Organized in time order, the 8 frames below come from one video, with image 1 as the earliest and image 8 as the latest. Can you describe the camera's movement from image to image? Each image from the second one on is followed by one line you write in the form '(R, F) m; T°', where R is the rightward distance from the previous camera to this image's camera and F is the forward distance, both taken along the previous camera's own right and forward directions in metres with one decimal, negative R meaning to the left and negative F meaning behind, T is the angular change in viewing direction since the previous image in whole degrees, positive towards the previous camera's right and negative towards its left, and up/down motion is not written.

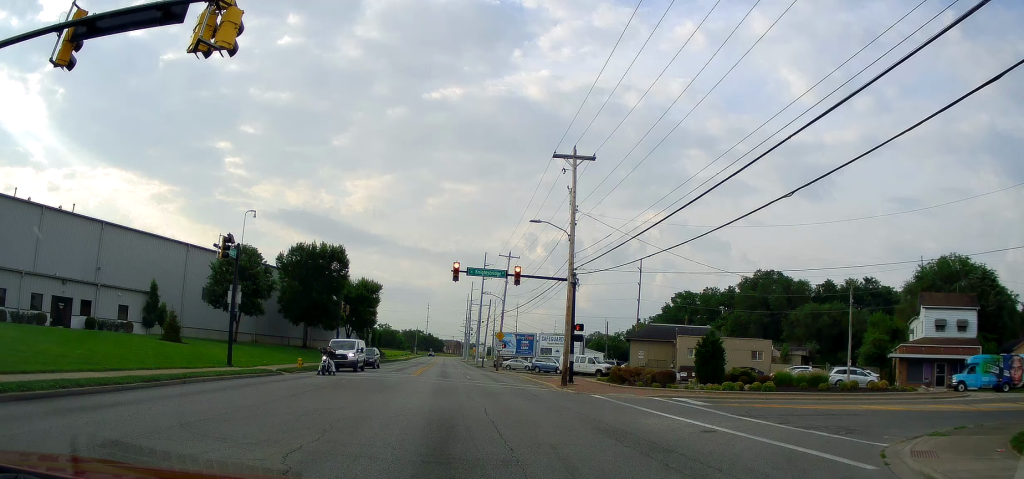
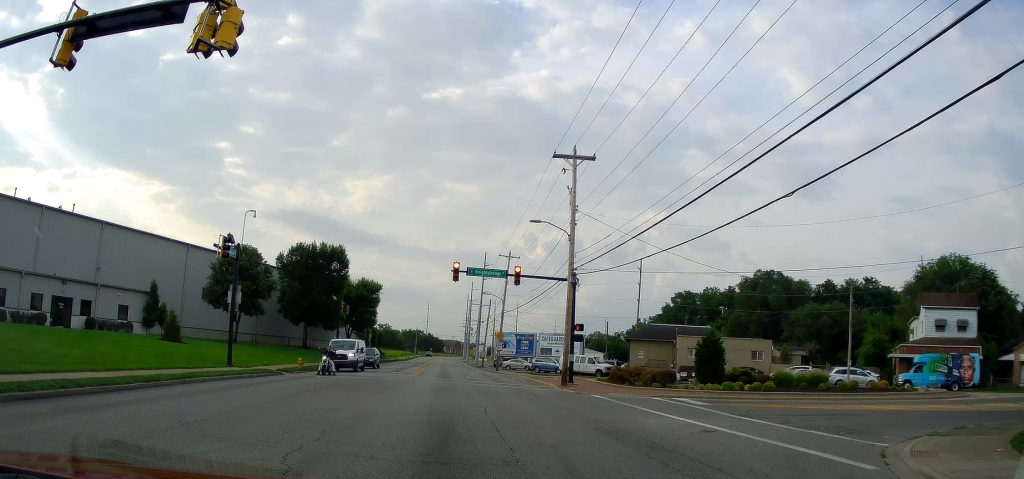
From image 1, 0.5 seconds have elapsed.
(0.0, 0.0) m; 0°
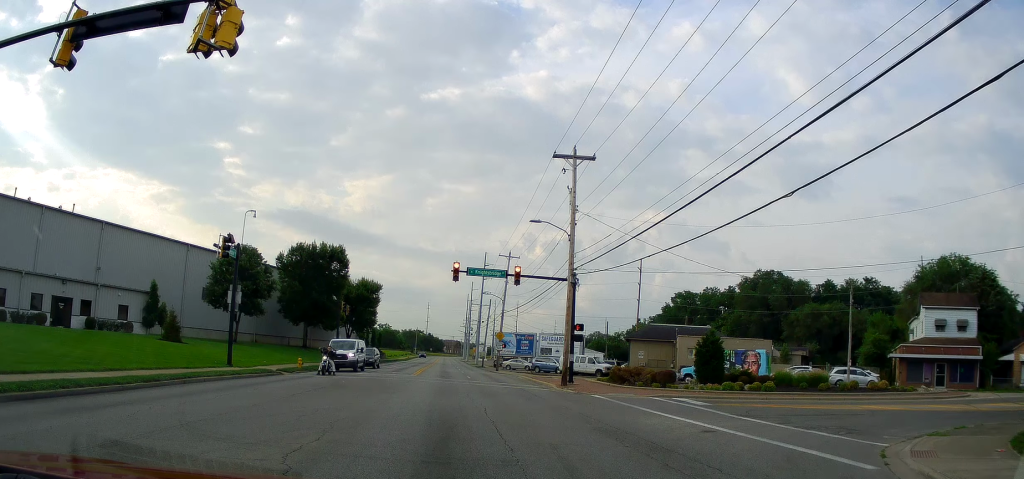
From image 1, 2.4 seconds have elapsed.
(0.0, 0.0) m; 0°
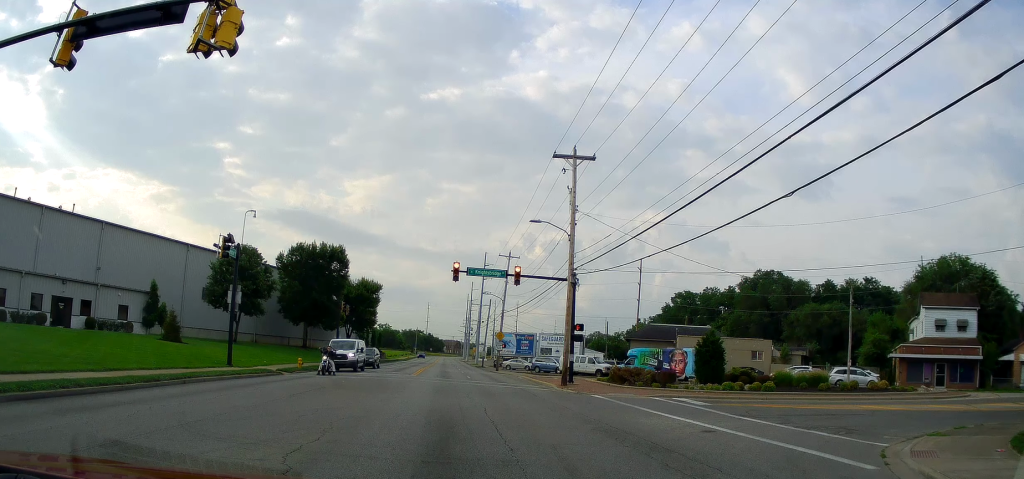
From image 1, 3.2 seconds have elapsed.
(0.0, 0.0) m; 0°
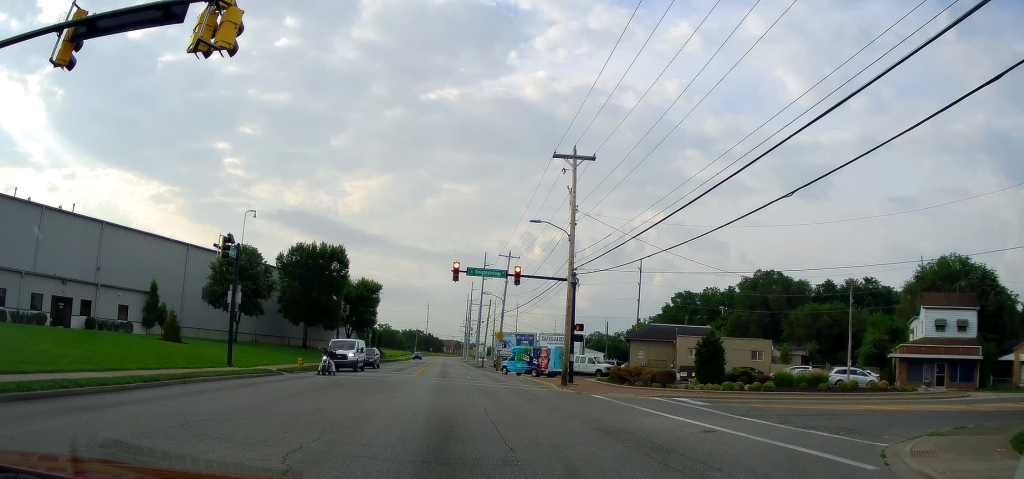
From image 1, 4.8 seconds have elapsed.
(0.0, 0.0) m; 0°
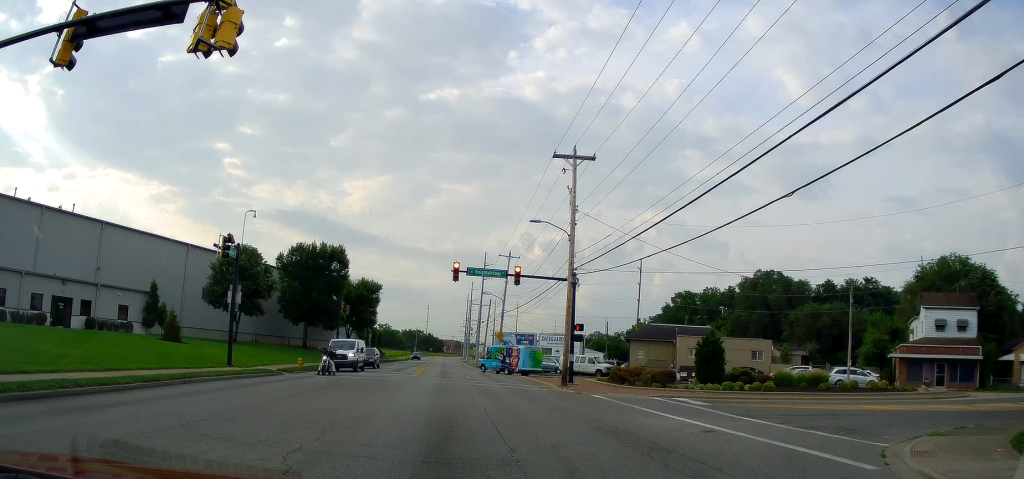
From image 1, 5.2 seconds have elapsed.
(0.0, 0.0) m; 0°
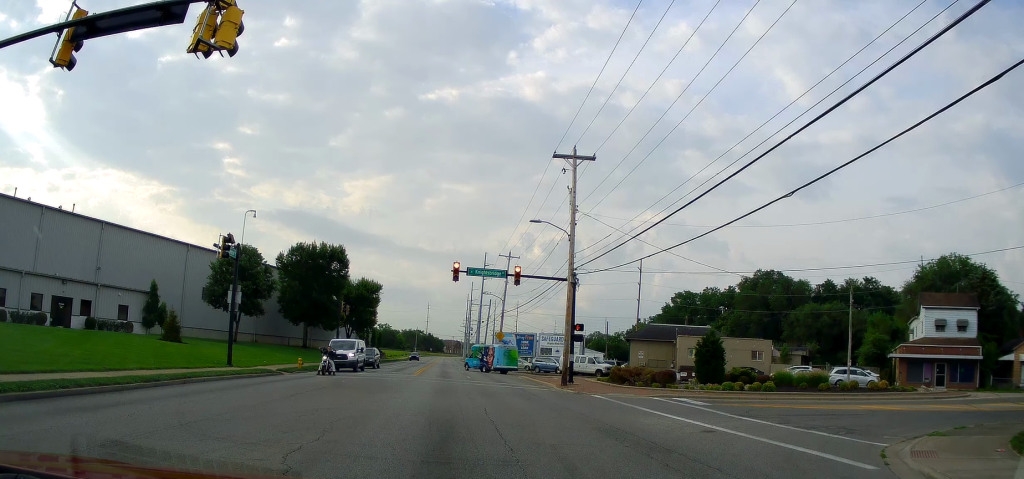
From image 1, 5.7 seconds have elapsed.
(0.0, 0.0) m; 0°
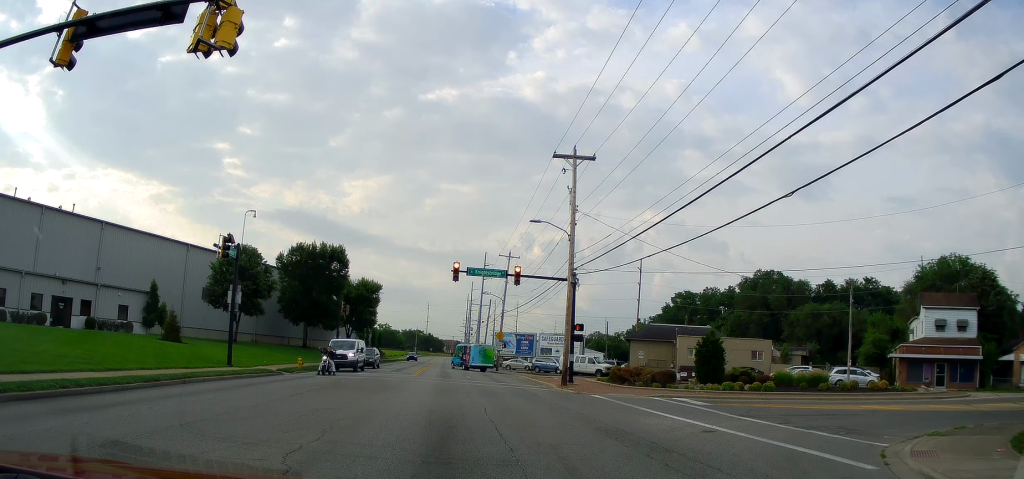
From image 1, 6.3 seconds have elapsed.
(0.0, 0.0) m; 0°
